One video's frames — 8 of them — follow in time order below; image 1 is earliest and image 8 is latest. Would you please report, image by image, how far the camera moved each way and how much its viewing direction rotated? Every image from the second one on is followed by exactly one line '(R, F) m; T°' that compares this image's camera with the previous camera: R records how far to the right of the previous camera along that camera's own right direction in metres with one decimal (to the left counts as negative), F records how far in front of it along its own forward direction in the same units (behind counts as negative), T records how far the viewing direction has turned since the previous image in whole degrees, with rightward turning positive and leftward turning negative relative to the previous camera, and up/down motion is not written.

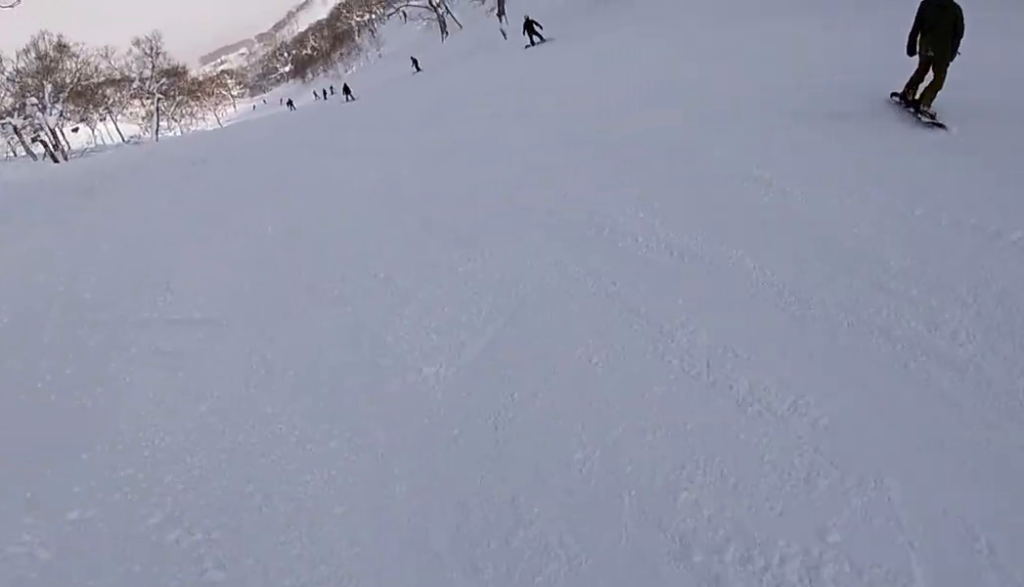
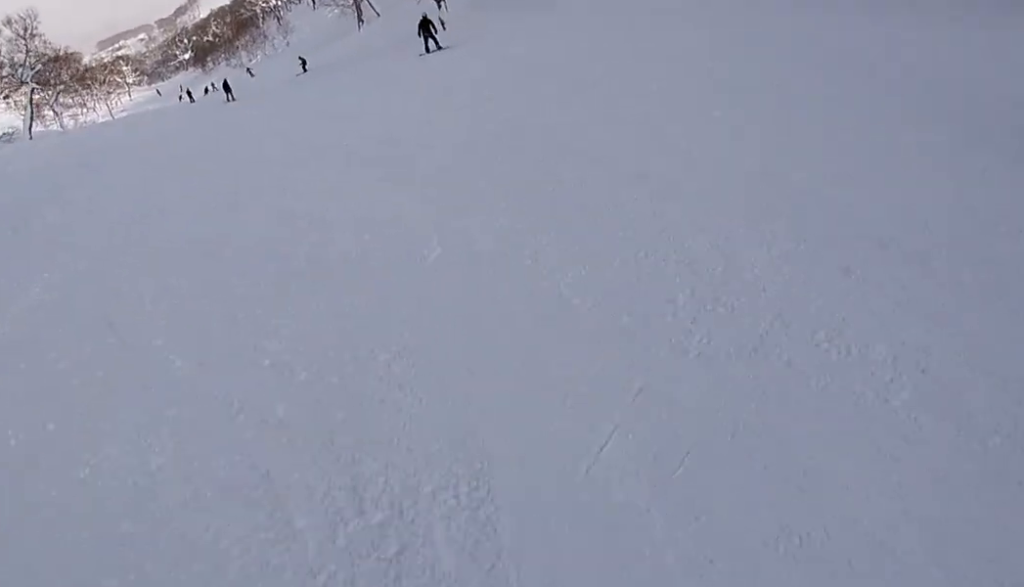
(-0.5, +7.8) m; +4°
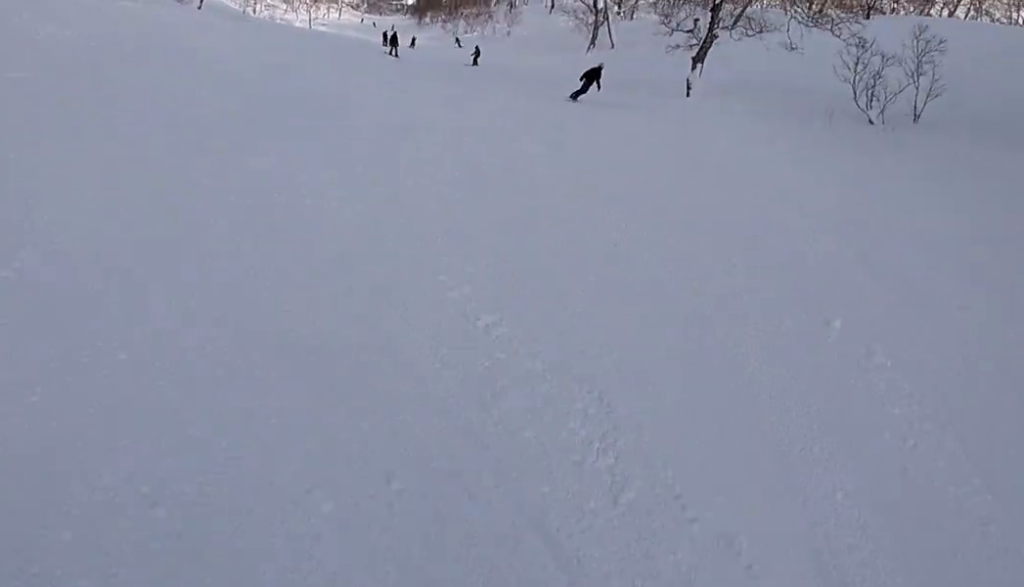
(+0.9, +7.0) m; +9°
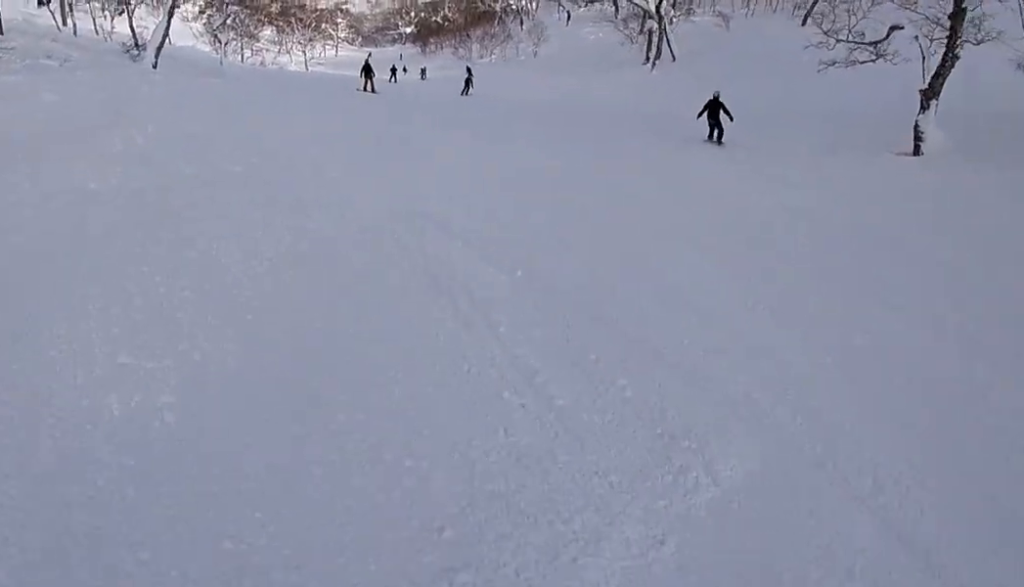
(0.0, +16.0) m; -7°
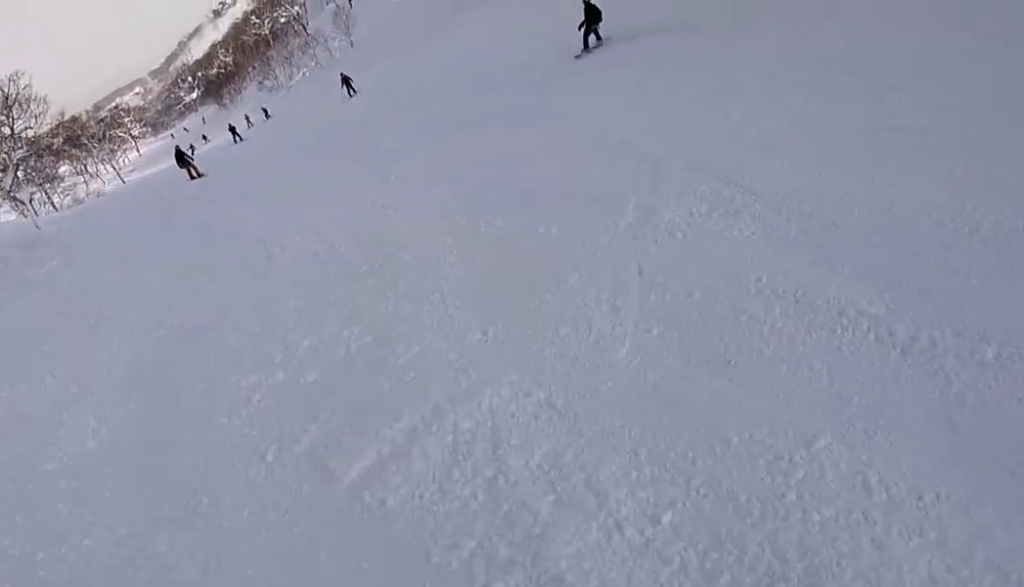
(-0.8, +12.9) m; +8°
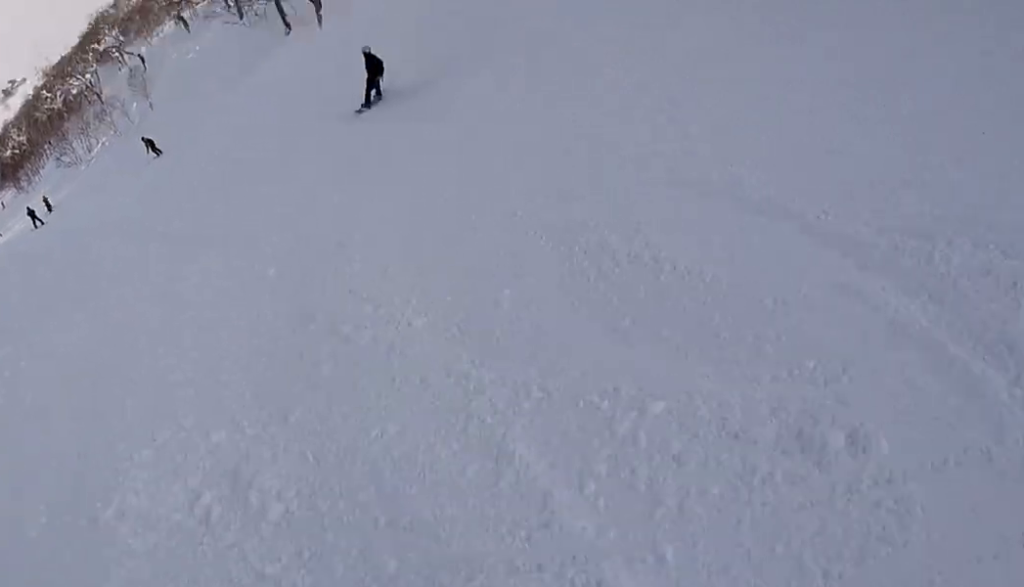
(+0.1, +4.2) m; +9°
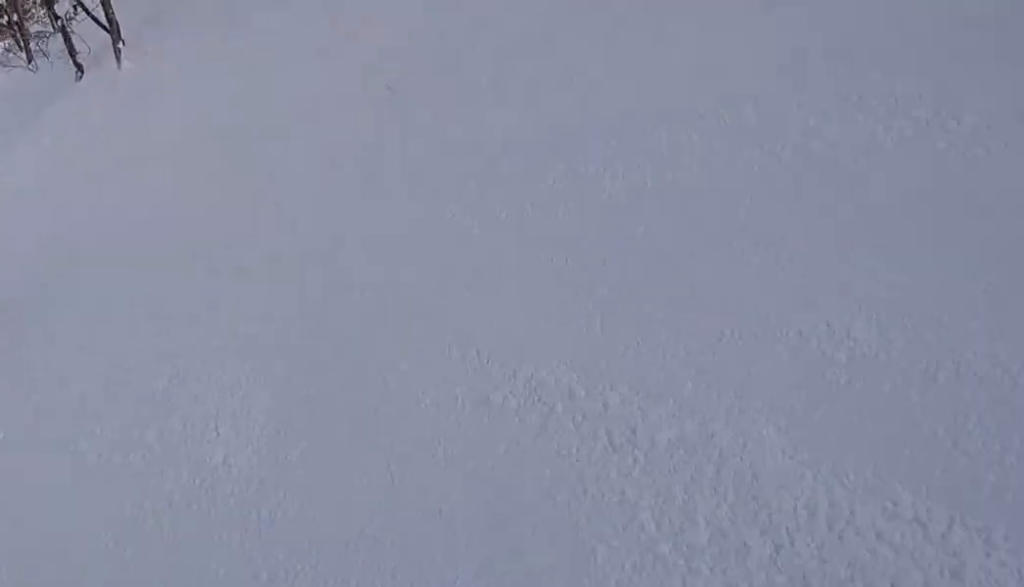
(+3.9, +10.6) m; +39°
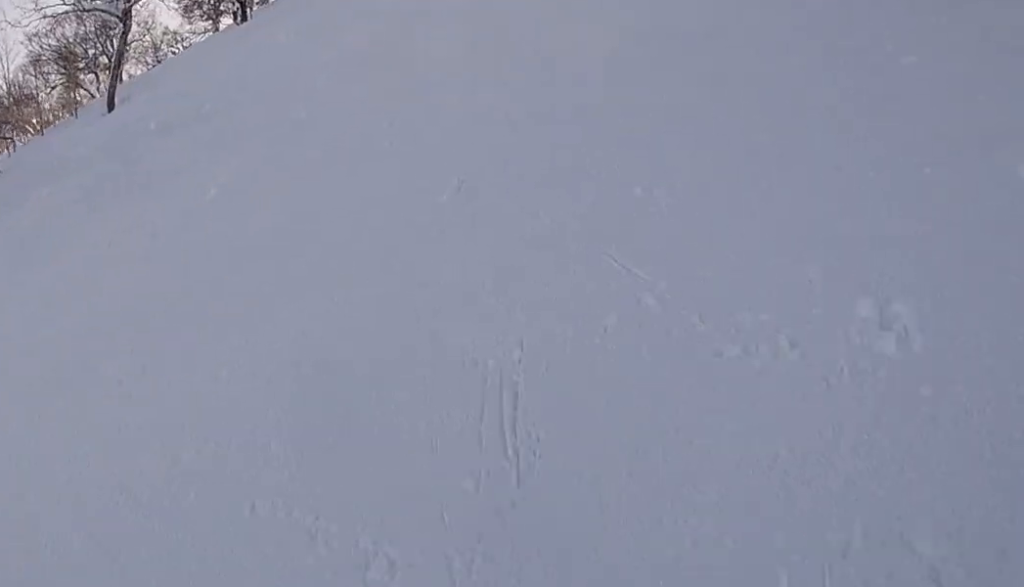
(+1.6, +7.0) m; +16°
